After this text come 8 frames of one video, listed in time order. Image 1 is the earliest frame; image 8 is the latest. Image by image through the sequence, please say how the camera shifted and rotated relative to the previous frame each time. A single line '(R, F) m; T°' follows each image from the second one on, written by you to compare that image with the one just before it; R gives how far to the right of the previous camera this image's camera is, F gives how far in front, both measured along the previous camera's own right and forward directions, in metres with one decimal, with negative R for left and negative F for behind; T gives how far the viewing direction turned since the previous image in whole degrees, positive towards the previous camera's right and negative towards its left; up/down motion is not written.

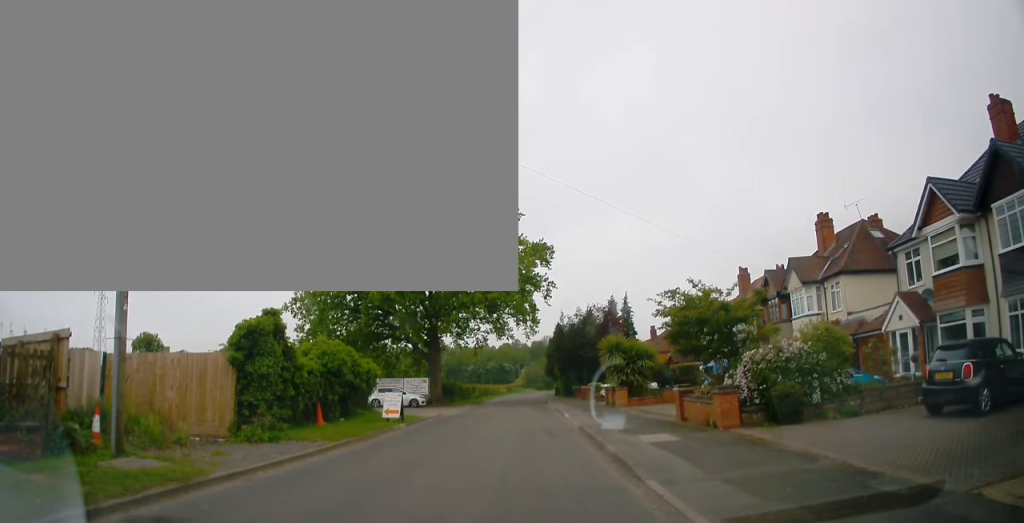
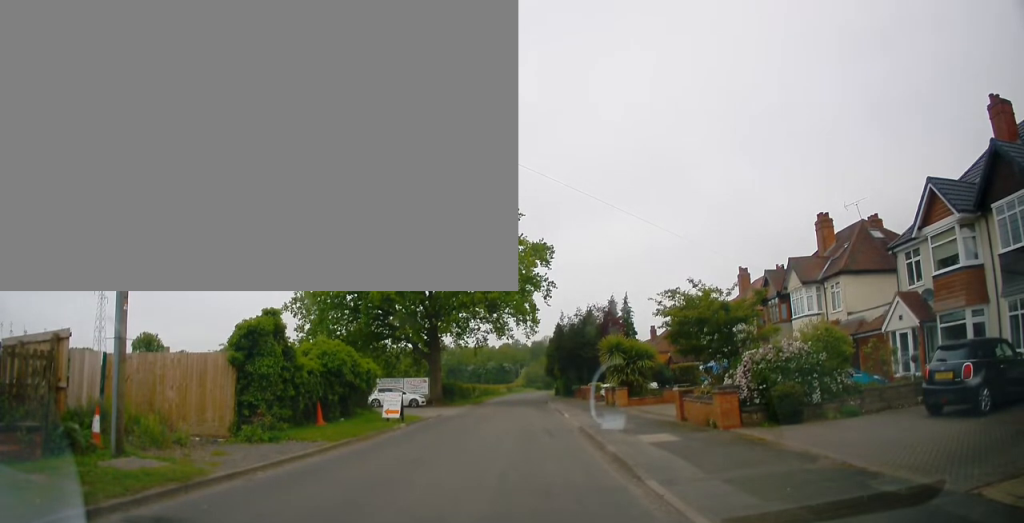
(0.0, 0.0) m; 0°
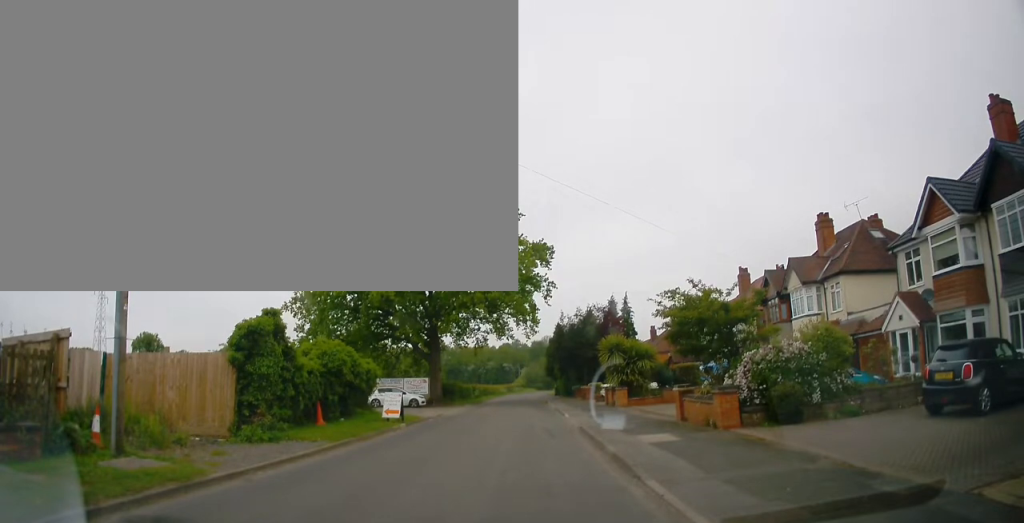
(0.0, 0.0) m; 0°
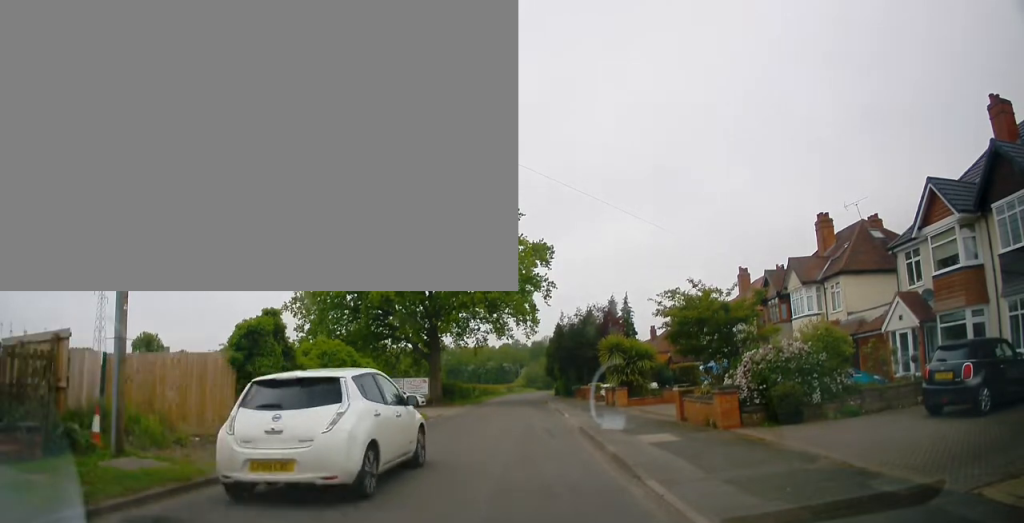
(0.0, 0.0) m; 0°
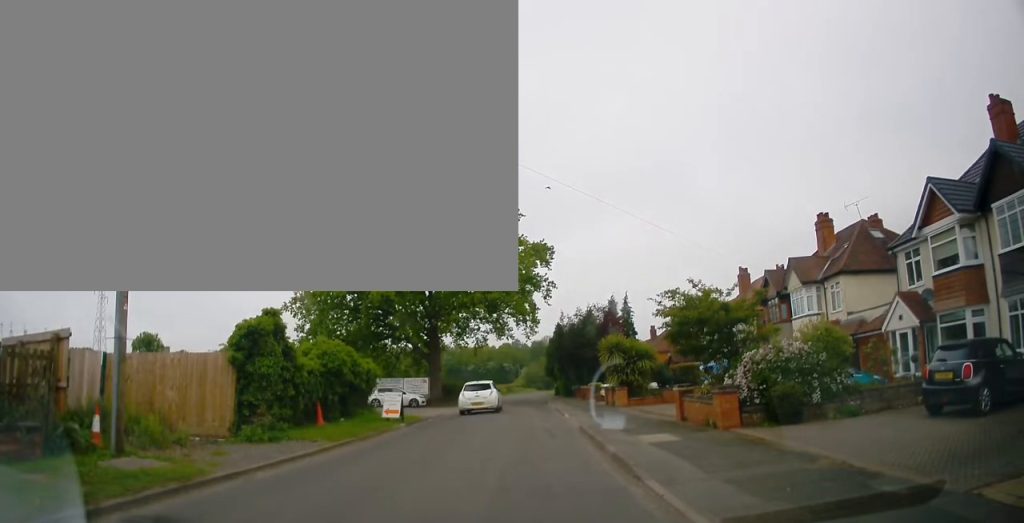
(0.0, 0.0) m; 0°
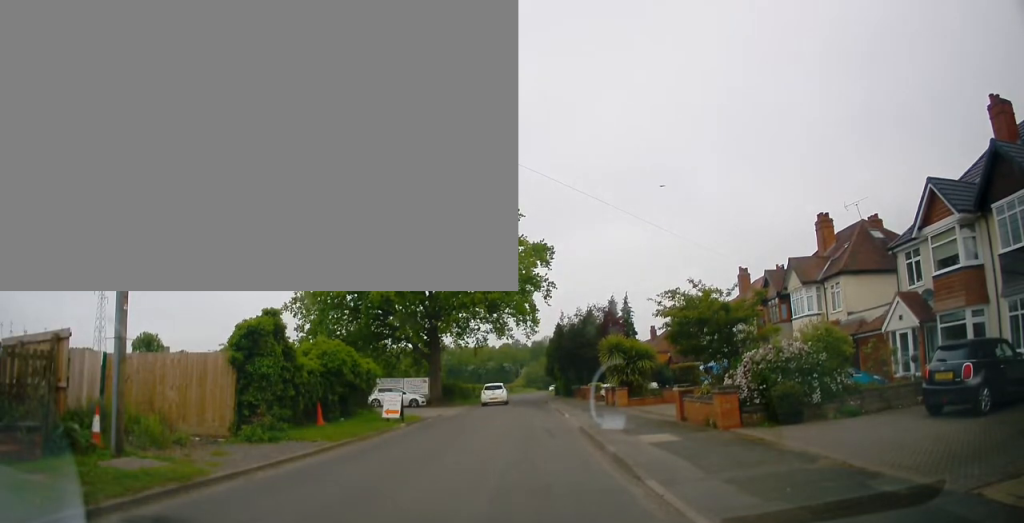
(0.0, 0.0) m; 0°
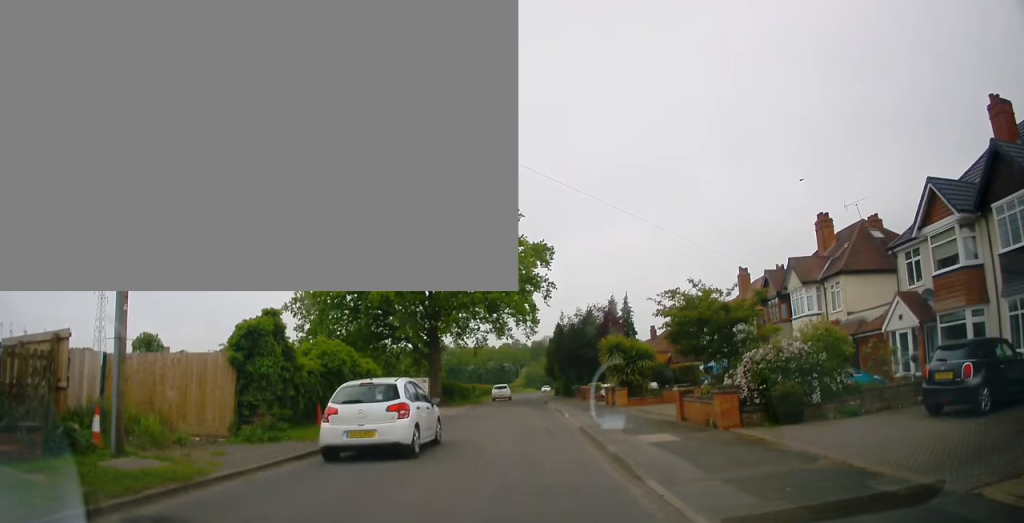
(0.0, 0.0) m; 0°
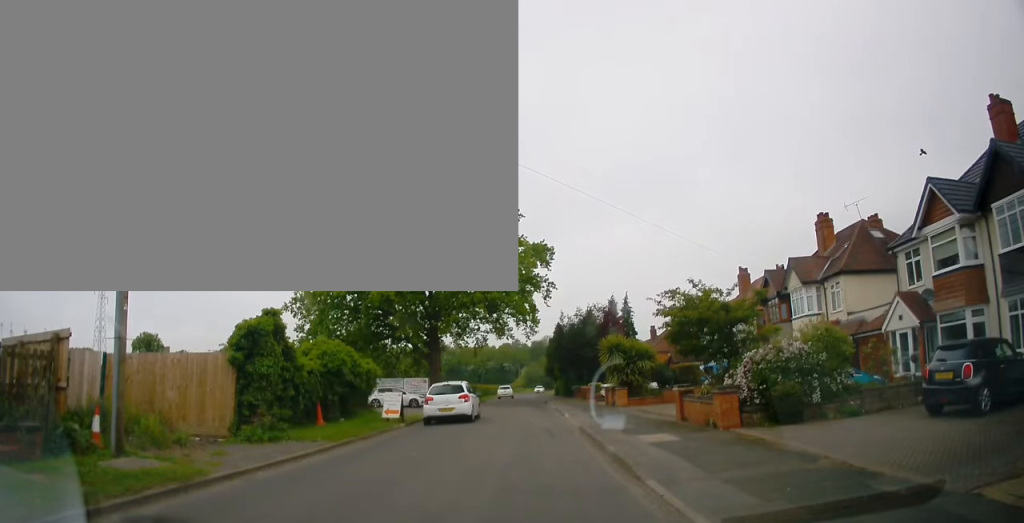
(0.0, 0.0) m; 0°
